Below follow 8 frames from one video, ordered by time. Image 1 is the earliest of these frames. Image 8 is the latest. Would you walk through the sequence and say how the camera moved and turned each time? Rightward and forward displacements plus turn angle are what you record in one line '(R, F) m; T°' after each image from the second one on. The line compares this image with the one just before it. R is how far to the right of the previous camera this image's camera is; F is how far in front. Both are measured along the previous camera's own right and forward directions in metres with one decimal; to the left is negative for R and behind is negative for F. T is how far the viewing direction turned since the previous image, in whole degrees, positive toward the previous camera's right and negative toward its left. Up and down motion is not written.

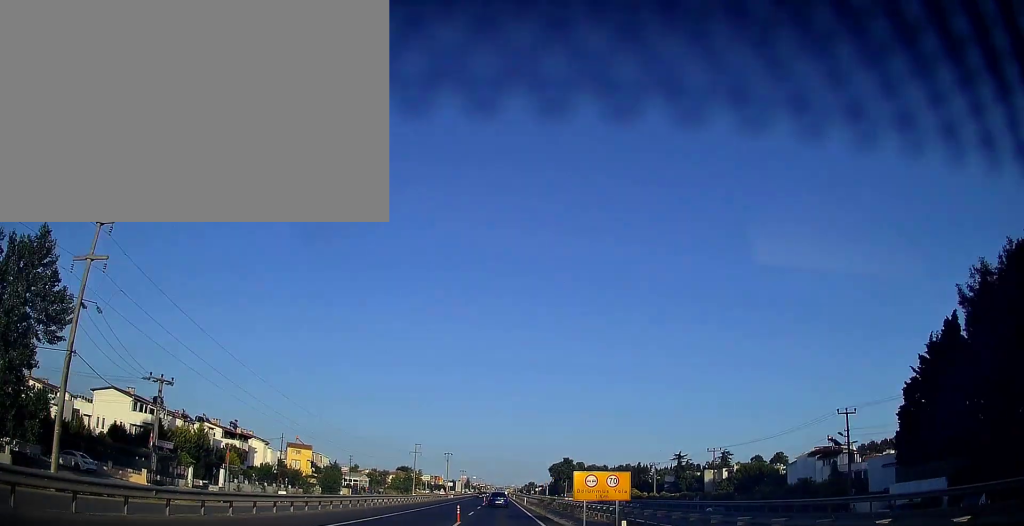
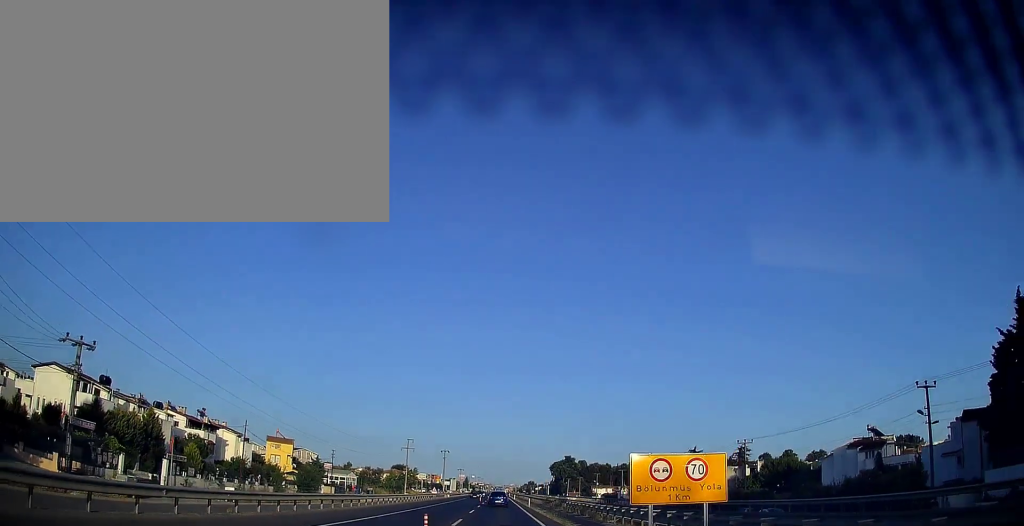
(0.0, +11.5) m; 0°
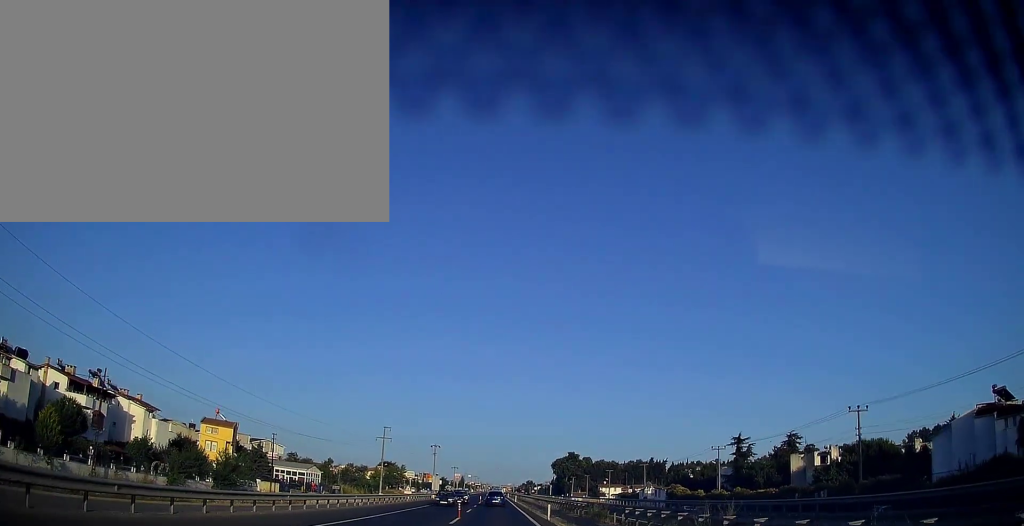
(+0.1, +26.1) m; 0°
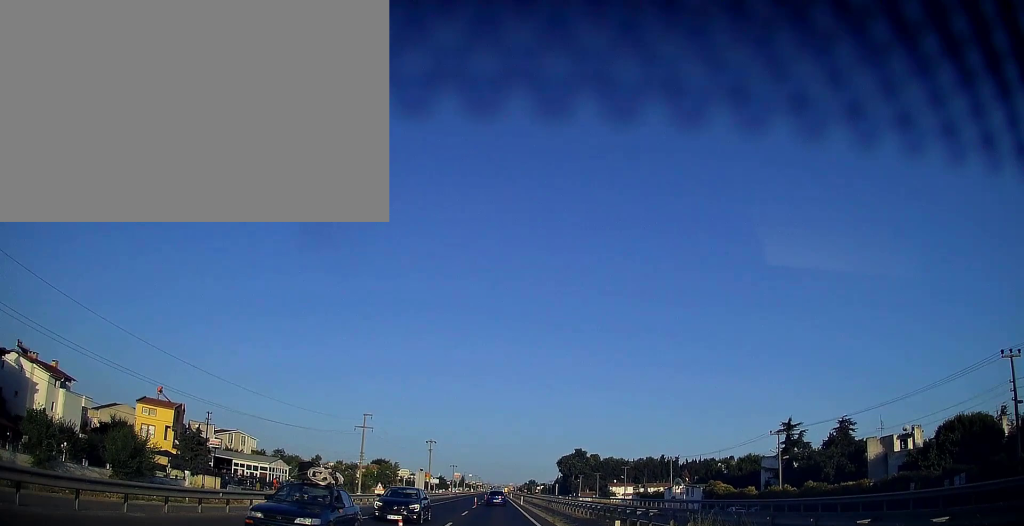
(0.0, +18.4) m; 0°
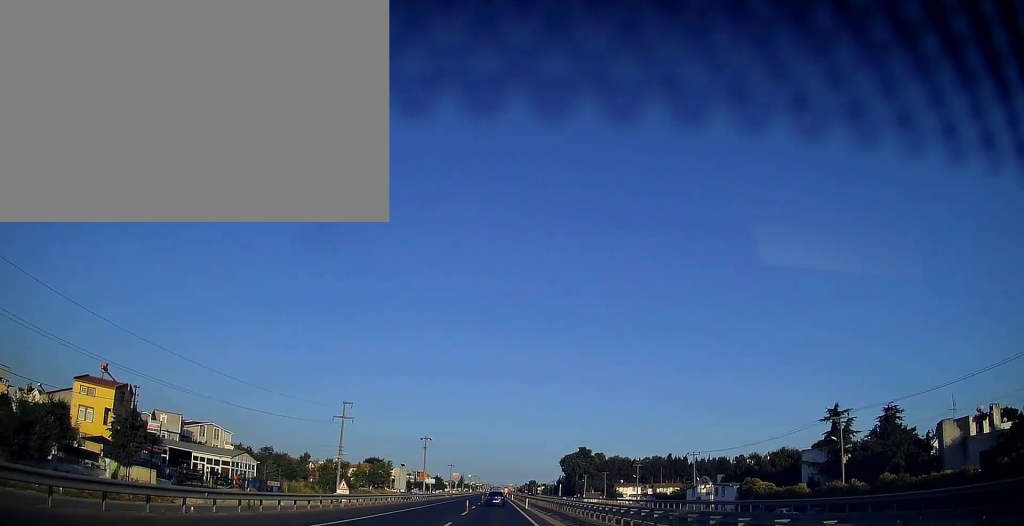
(0.0, +13.0) m; 0°
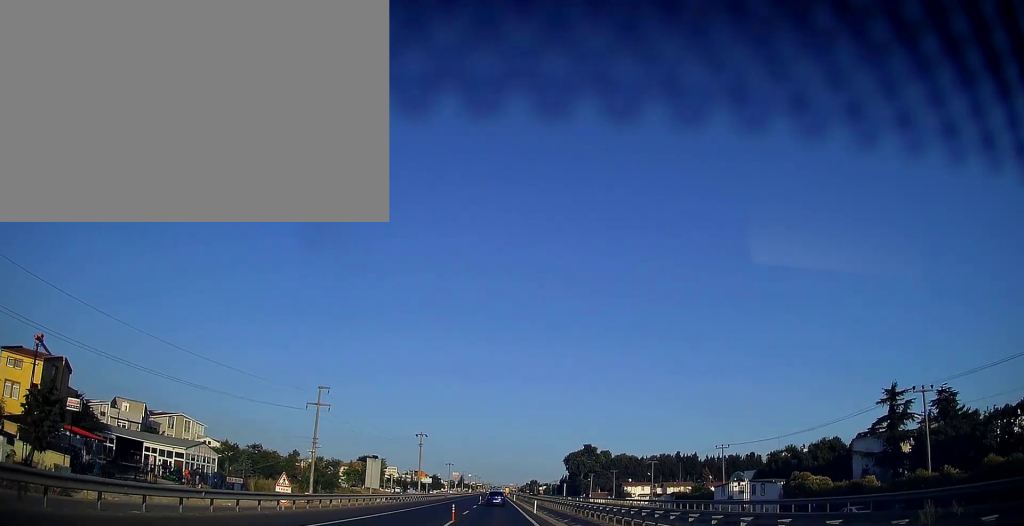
(0.0, +12.2) m; 0°
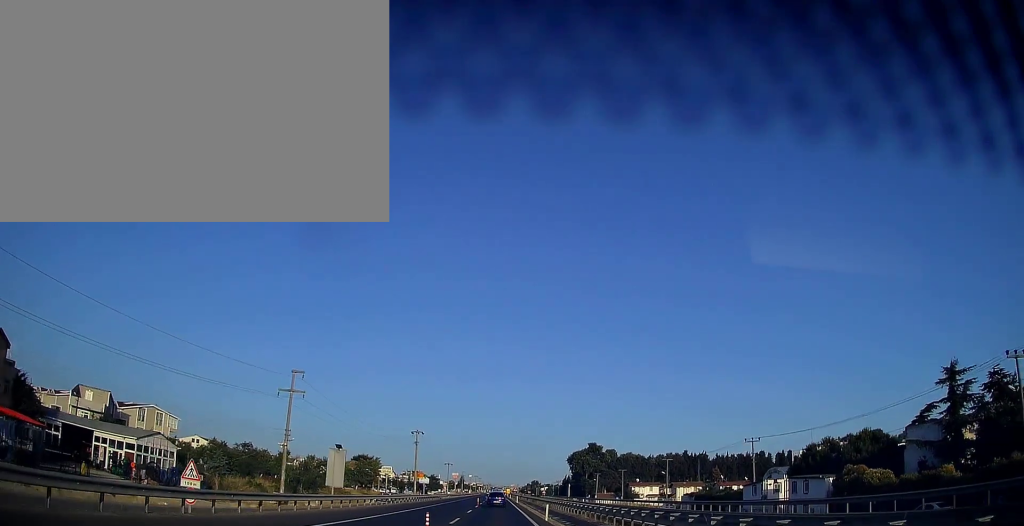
(0.0, +10.0) m; 0°
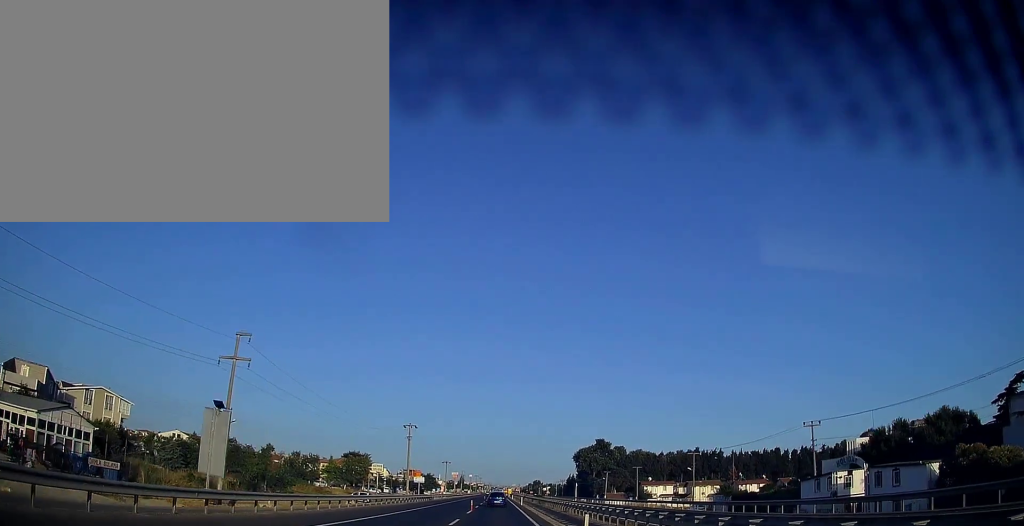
(0.0, +14.6) m; 0°
